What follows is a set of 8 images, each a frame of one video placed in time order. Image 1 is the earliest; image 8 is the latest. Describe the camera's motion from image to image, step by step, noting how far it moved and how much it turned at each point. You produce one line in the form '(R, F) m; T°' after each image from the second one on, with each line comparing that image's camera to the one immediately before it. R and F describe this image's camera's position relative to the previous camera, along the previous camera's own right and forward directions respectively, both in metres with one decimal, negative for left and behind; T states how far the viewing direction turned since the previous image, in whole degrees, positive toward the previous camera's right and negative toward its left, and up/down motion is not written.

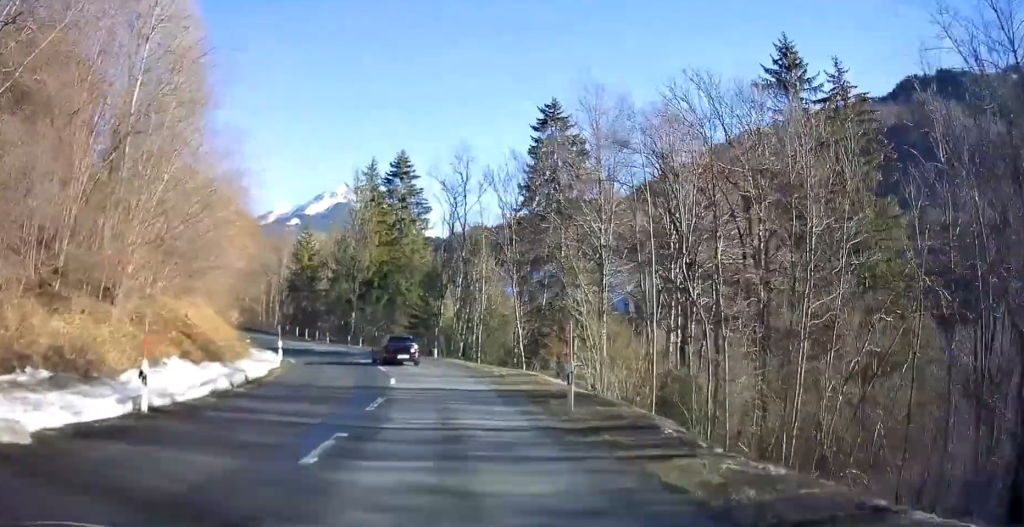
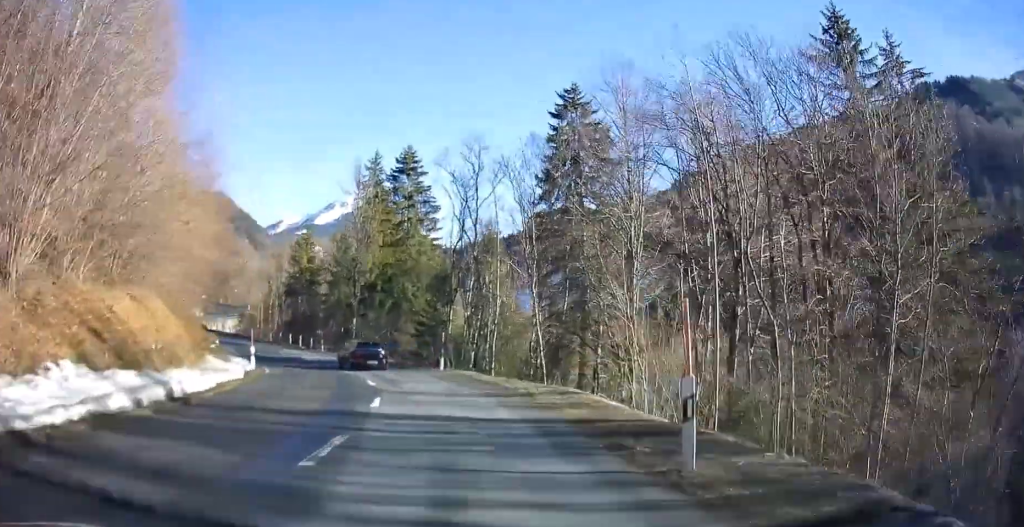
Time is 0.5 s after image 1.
(0.0, +6.2) m; -1°
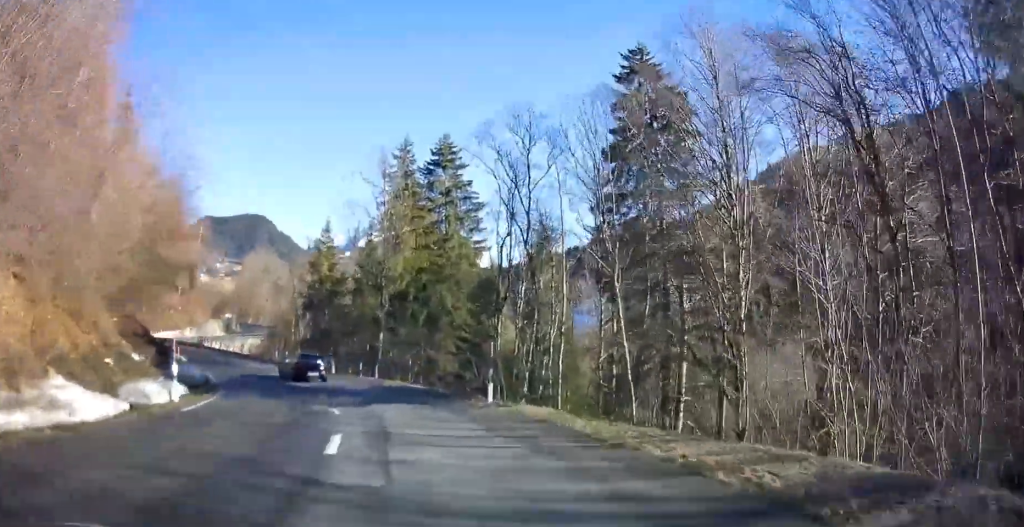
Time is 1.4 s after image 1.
(-0.3, +10.9) m; -4°
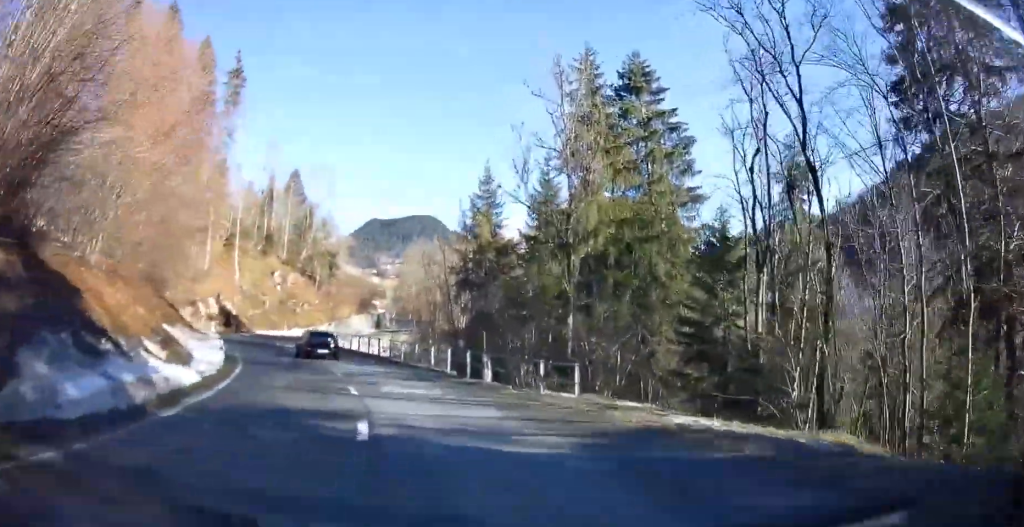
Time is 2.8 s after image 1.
(-1.6, +18.2) m; -15°
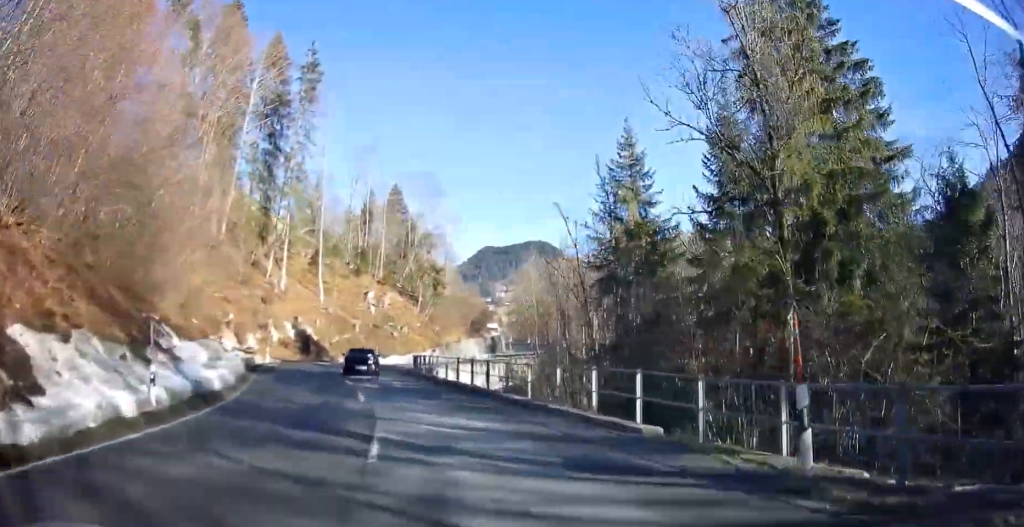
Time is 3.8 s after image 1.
(-1.8, +13.0) m; -11°
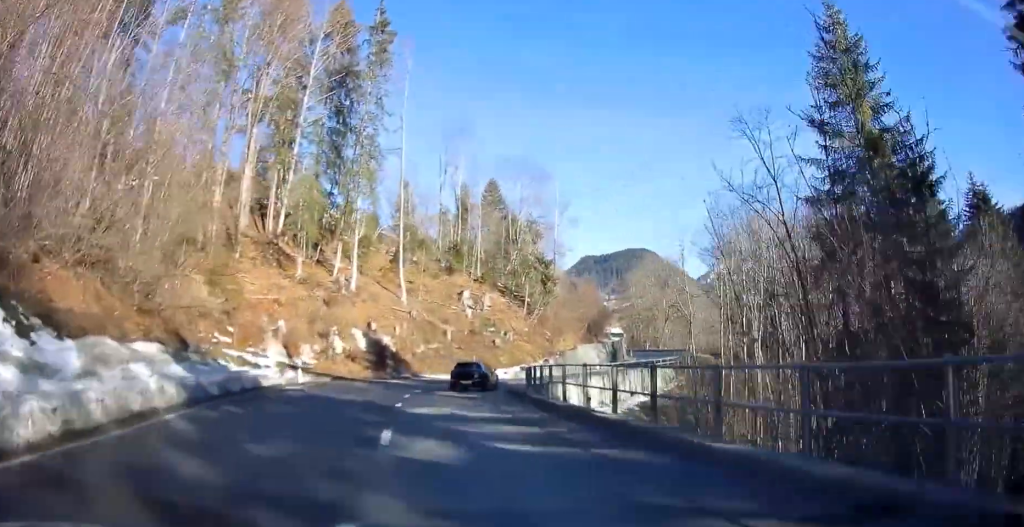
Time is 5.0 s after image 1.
(-0.8, +14.4) m; -6°
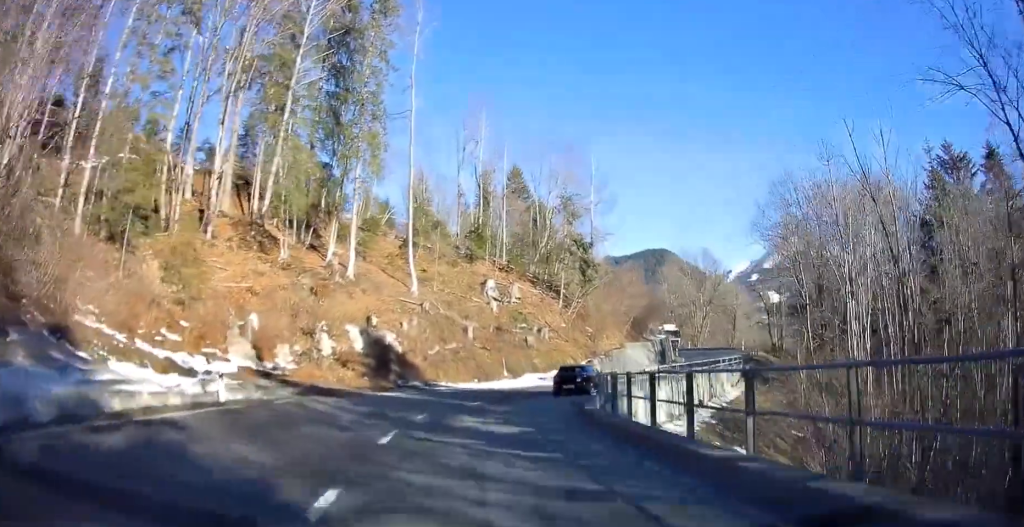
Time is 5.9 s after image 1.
(-0.5, +11.1) m; -2°
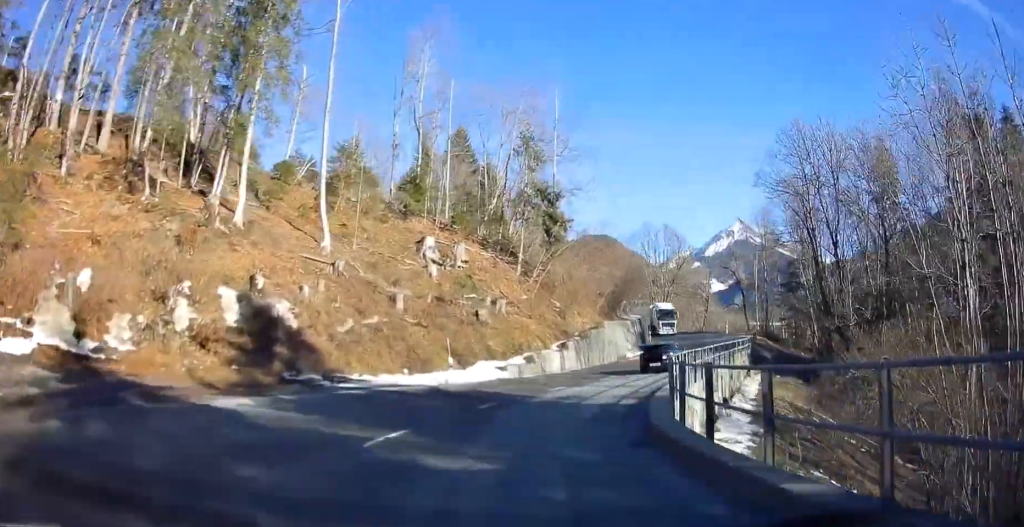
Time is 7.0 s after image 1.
(+0.2, +13.2) m; +4°
